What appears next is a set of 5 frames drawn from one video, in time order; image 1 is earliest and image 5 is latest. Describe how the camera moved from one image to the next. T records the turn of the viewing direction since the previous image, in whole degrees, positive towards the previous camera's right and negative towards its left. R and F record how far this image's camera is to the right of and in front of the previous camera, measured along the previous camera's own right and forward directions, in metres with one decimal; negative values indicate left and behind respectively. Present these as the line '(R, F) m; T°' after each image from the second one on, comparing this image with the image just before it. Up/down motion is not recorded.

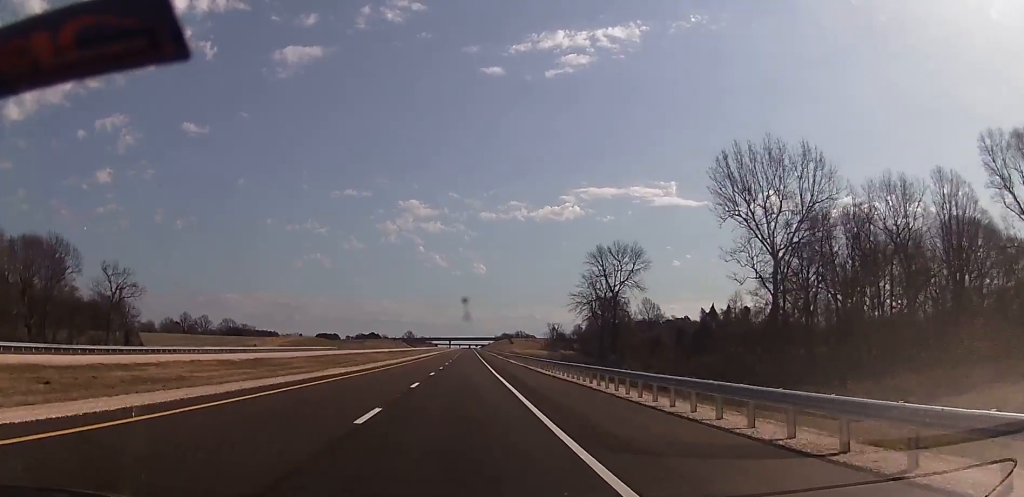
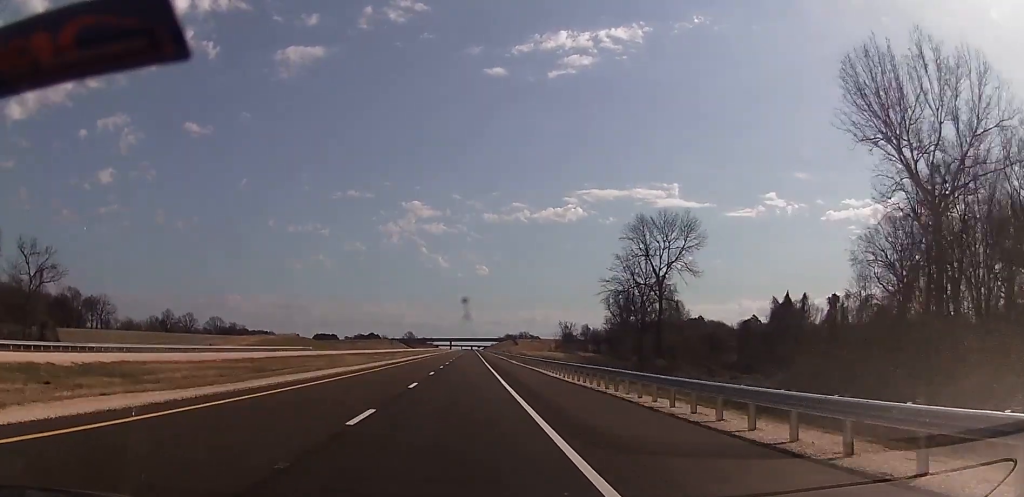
(+0.3, +36.5) m; +1°
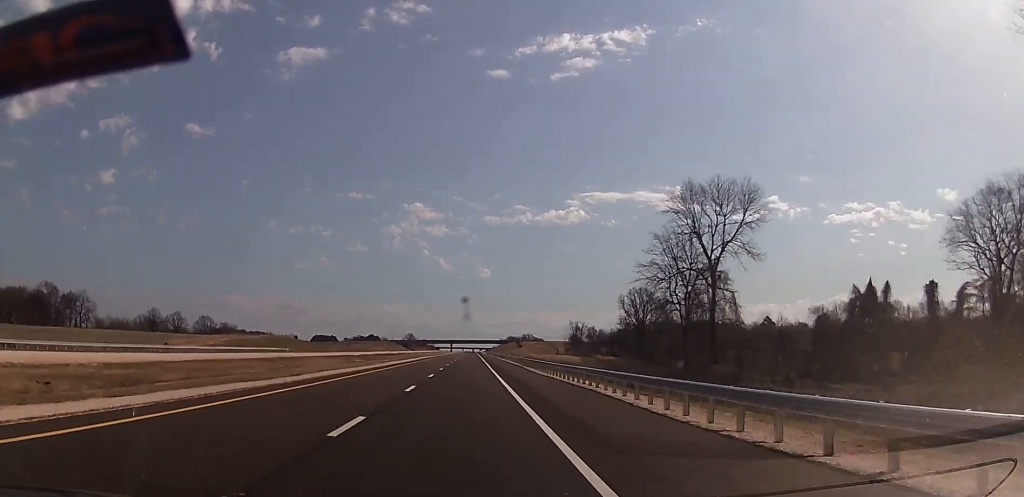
(+0.2, +26.0) m; 0°
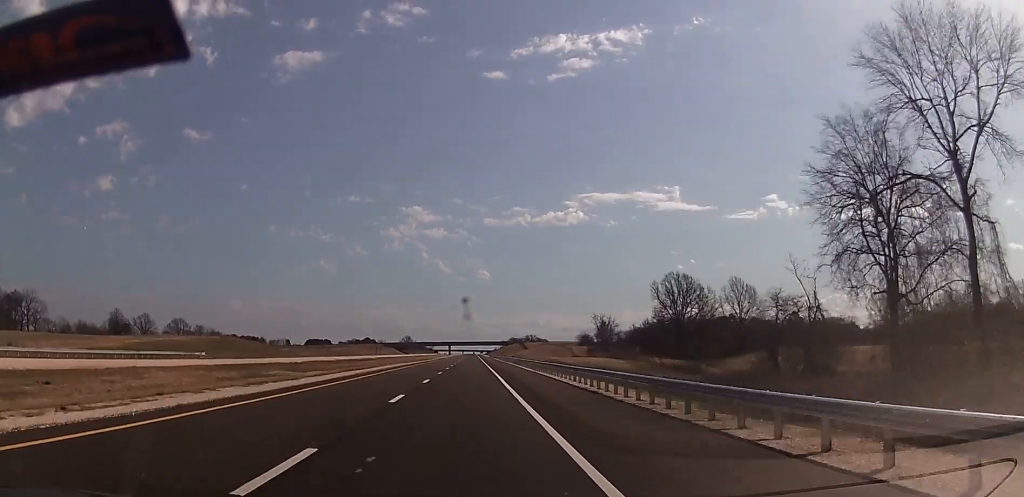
(-0.7, +53.2) m; -1°
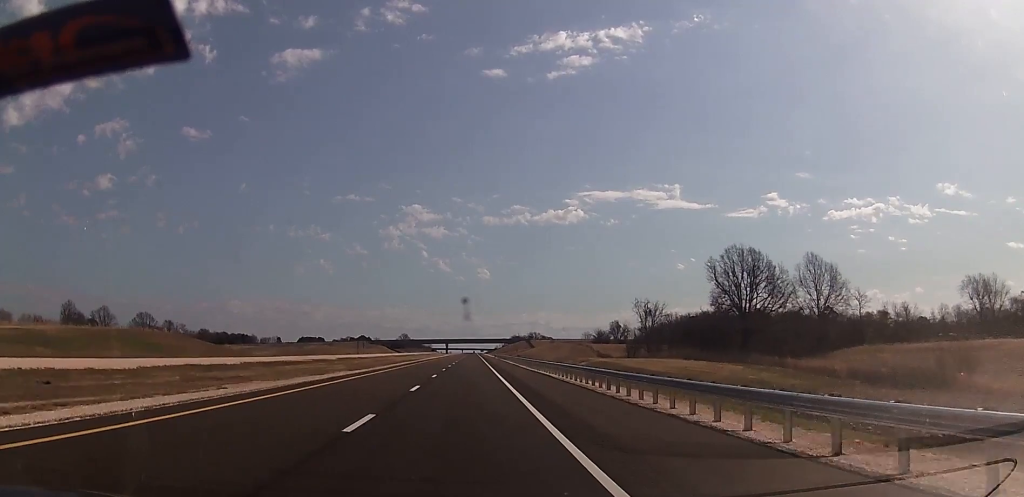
(0.0, +55.4) m; 0°
